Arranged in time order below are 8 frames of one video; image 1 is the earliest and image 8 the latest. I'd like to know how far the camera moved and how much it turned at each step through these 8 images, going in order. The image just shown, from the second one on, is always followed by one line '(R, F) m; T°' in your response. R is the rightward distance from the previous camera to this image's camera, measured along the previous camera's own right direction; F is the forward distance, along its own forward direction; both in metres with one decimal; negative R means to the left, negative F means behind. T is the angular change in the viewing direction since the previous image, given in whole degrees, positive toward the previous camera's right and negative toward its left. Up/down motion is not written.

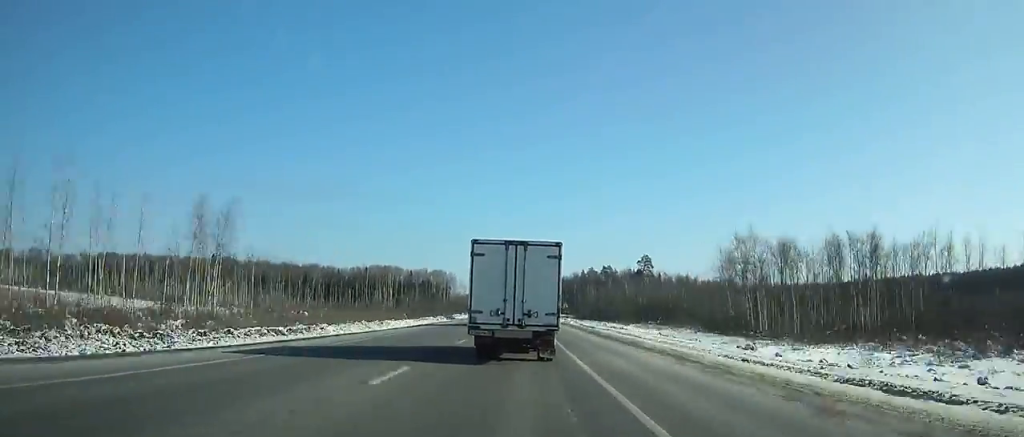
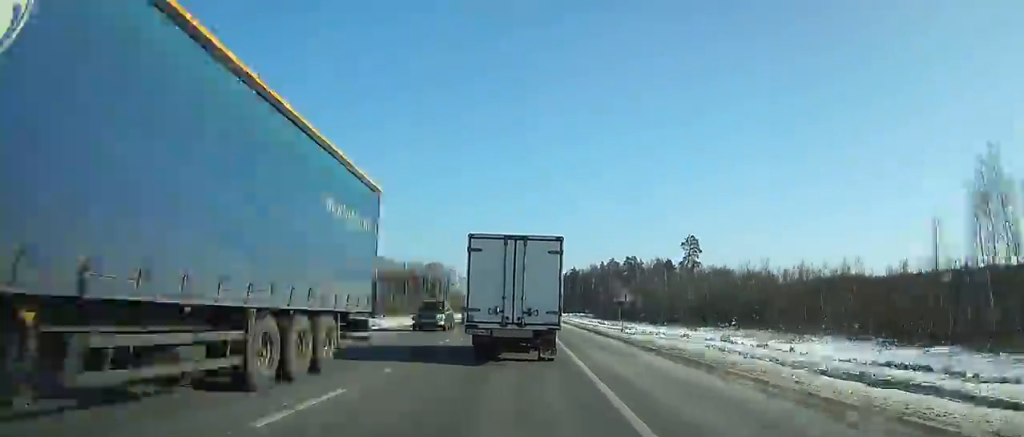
(-0.5, +50.8) m; -1°
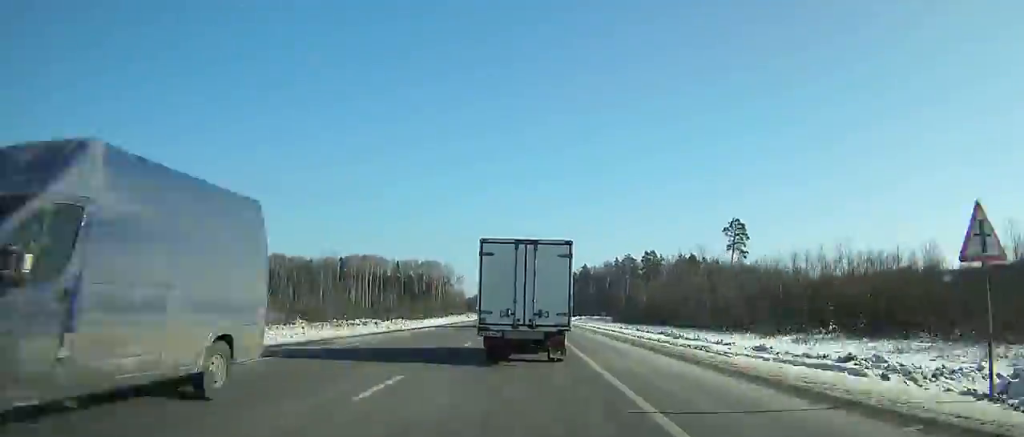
(-0.2, +35.1) m; 0°
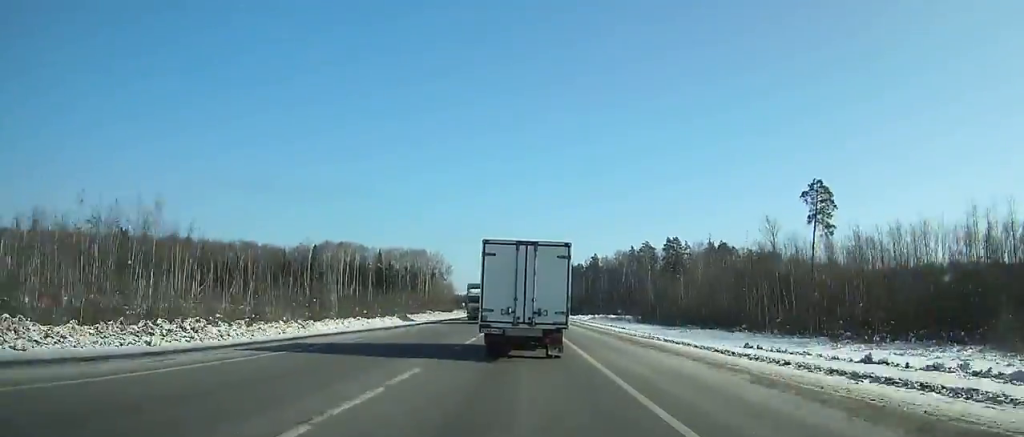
(0.0, +41.5) m; -1°
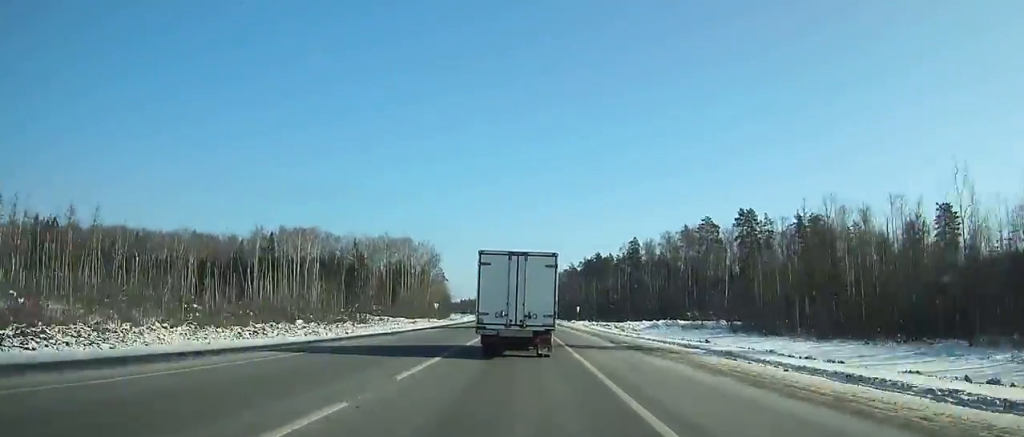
(-0.5, +65.8) m; -1°
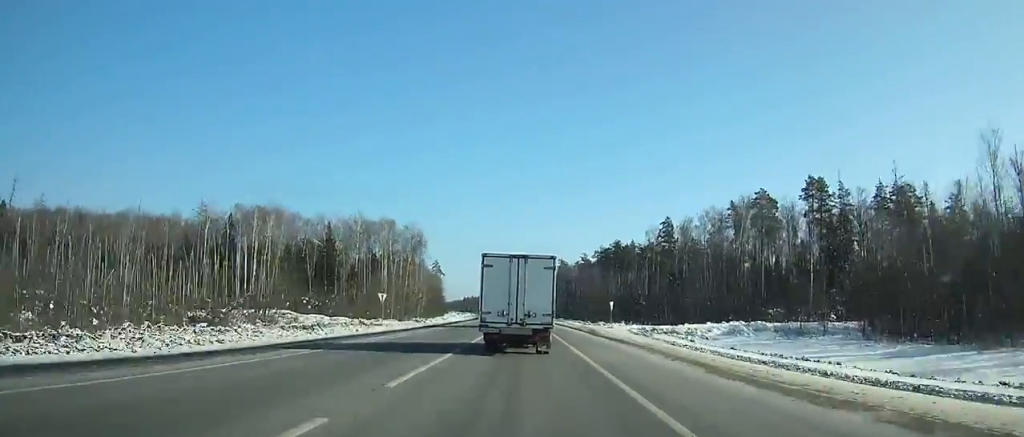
(-0.2, +37.6) m; -1°
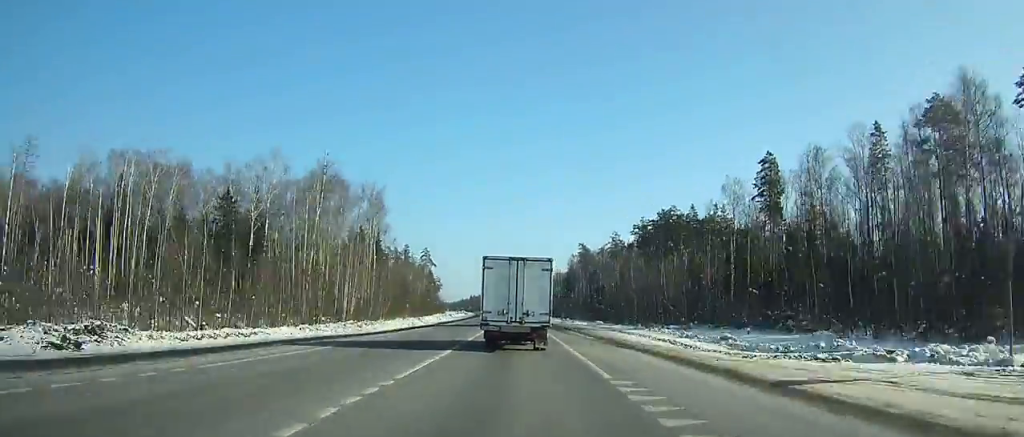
(-0.4, +60.4) m; -2°
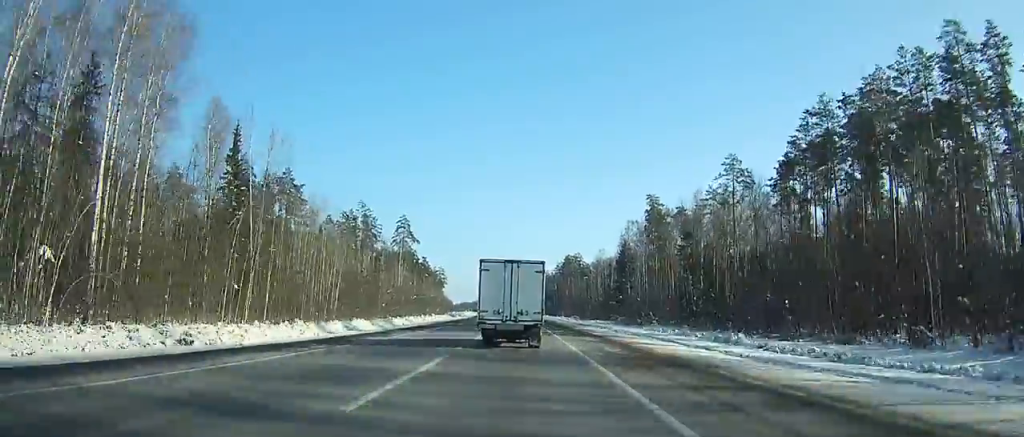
(-1.8, +86.3) m; -2°
